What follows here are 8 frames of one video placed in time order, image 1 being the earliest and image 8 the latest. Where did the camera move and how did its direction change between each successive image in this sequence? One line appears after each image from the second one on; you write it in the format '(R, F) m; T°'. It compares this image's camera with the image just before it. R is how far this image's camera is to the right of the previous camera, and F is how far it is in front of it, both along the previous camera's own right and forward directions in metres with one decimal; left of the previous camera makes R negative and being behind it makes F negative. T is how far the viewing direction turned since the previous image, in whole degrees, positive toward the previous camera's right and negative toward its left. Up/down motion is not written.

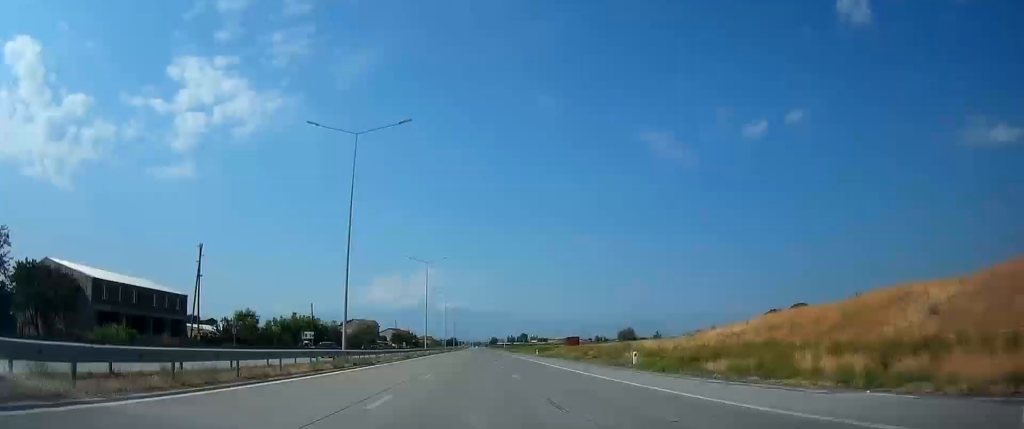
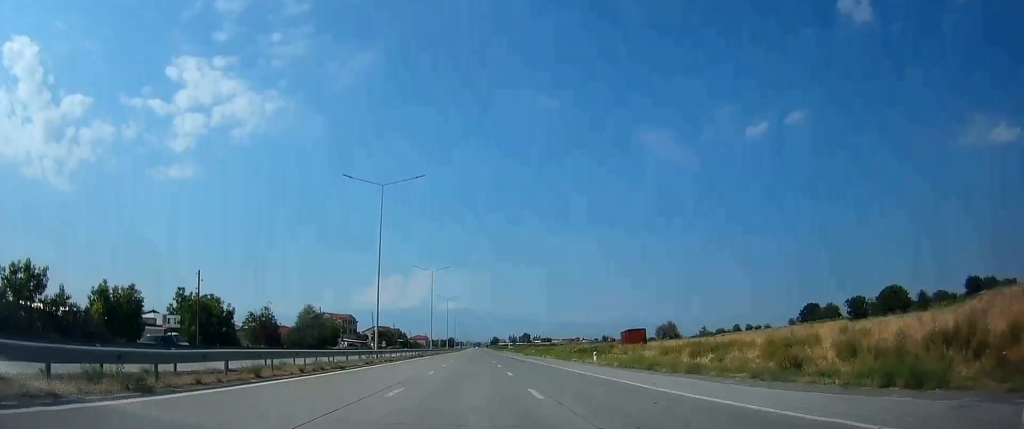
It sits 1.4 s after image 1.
(-0.2, +44.4) m; 0°
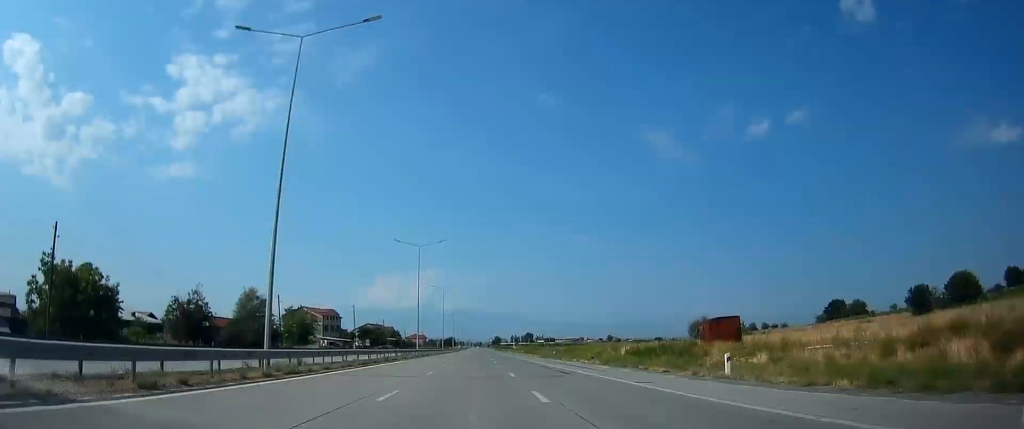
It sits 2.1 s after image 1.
(+0.2, +24.9) m; -1°
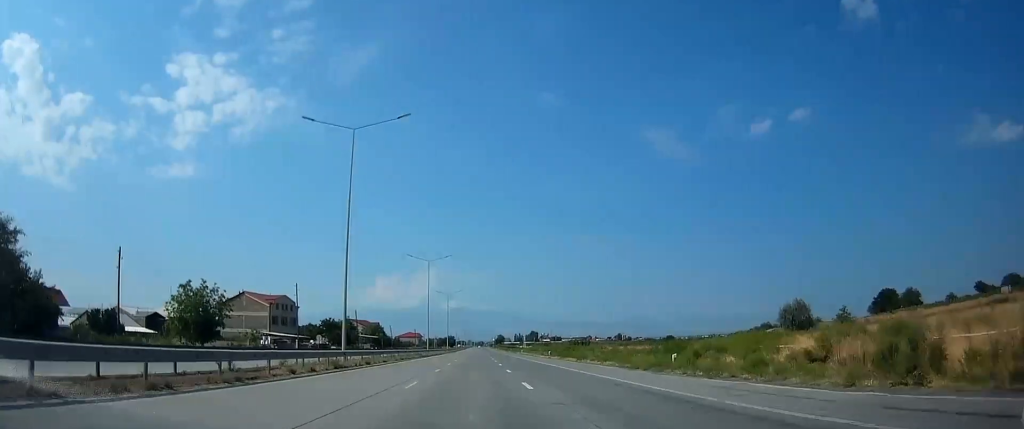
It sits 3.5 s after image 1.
(-0.4, +43.4) m; 0°
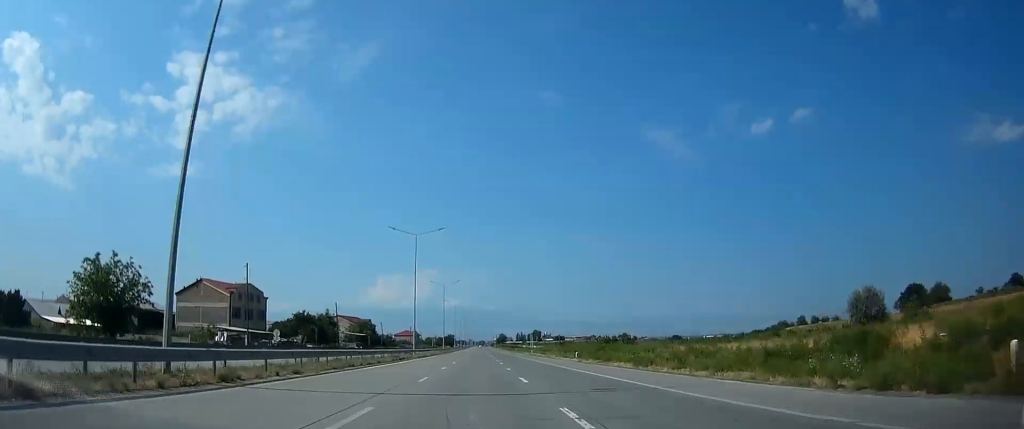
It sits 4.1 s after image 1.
(+0.5, +20.7) m; 0°
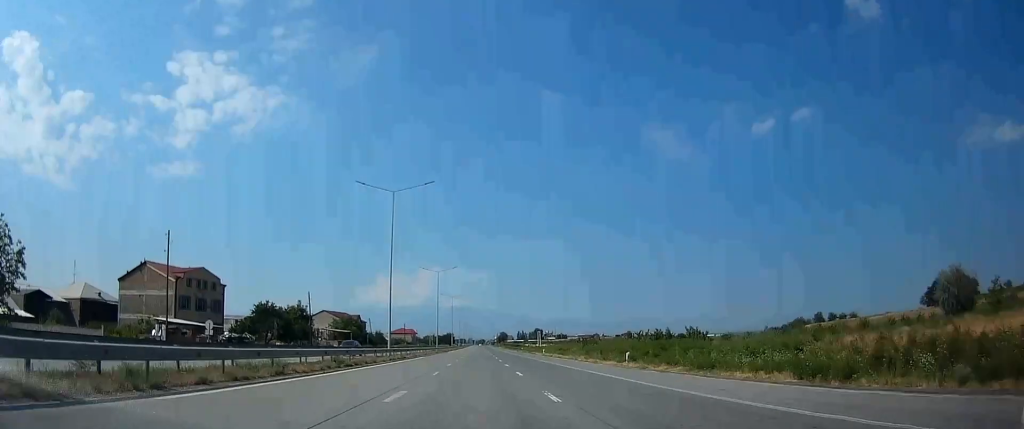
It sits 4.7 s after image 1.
(-0.2, +19.6) m; 0°
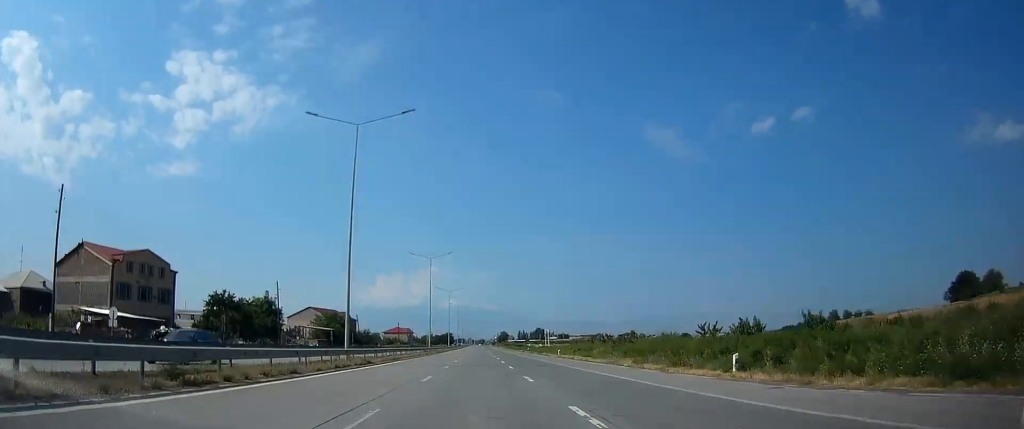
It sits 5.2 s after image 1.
(-0.4, +16.3) m; 0°
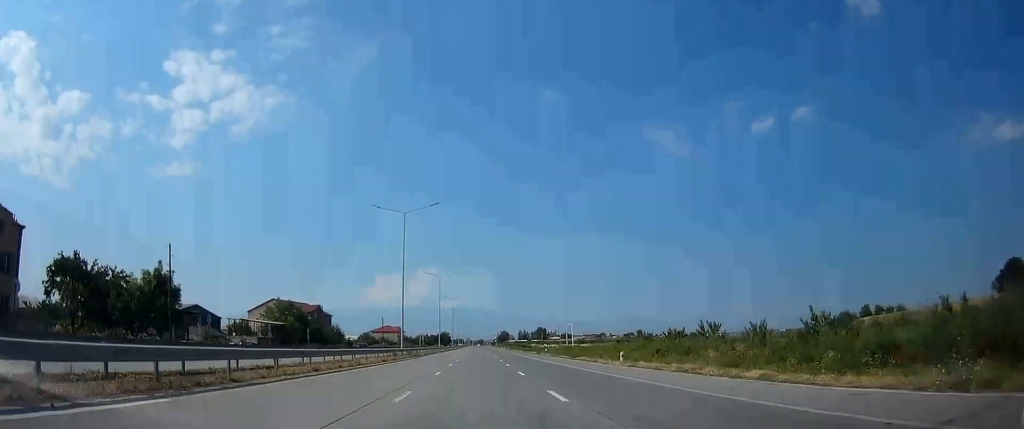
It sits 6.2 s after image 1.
(+0.4, +31.5) m; +1°
